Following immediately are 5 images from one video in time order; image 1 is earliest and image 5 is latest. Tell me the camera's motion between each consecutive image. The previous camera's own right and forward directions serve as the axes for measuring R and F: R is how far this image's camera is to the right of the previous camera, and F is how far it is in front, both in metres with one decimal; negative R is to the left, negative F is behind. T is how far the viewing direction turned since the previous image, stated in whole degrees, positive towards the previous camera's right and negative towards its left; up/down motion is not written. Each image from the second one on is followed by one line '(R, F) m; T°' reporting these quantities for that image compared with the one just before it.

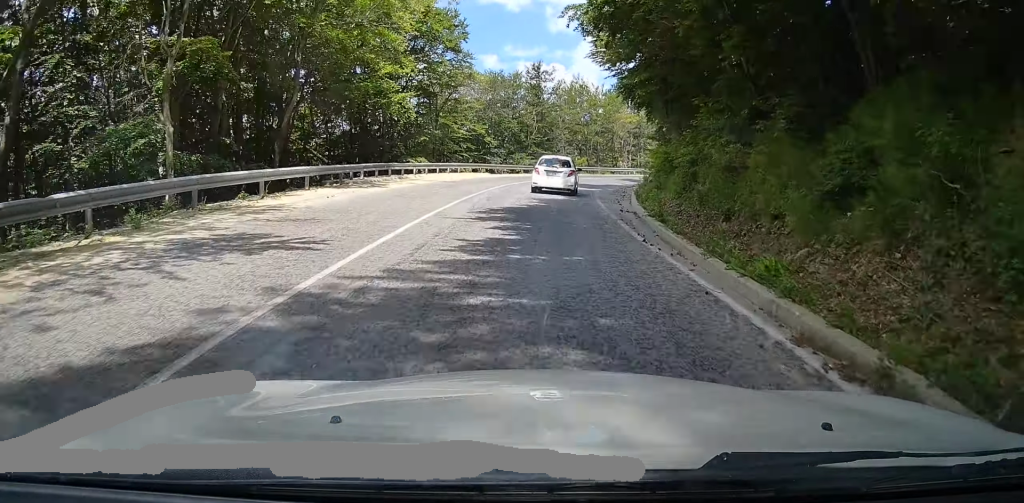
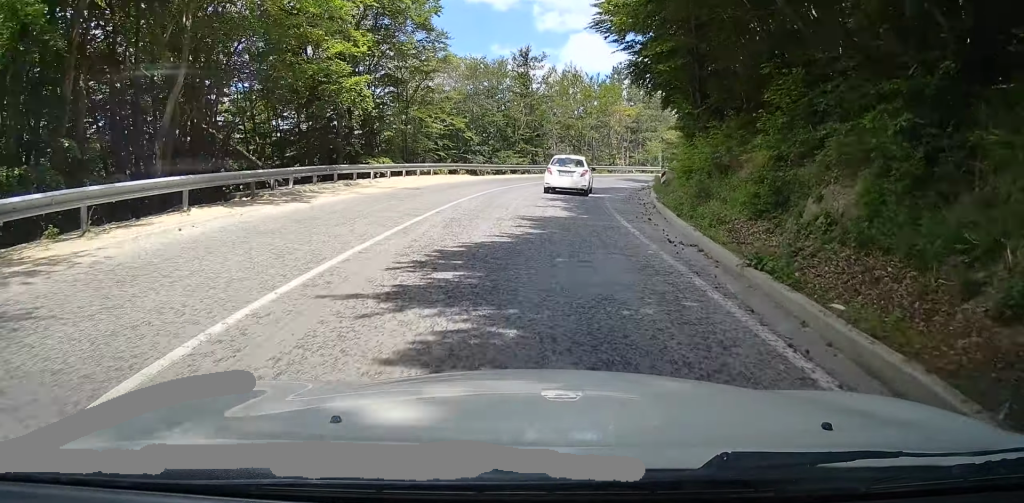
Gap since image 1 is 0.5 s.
(0.0, +7.2) m; +3°
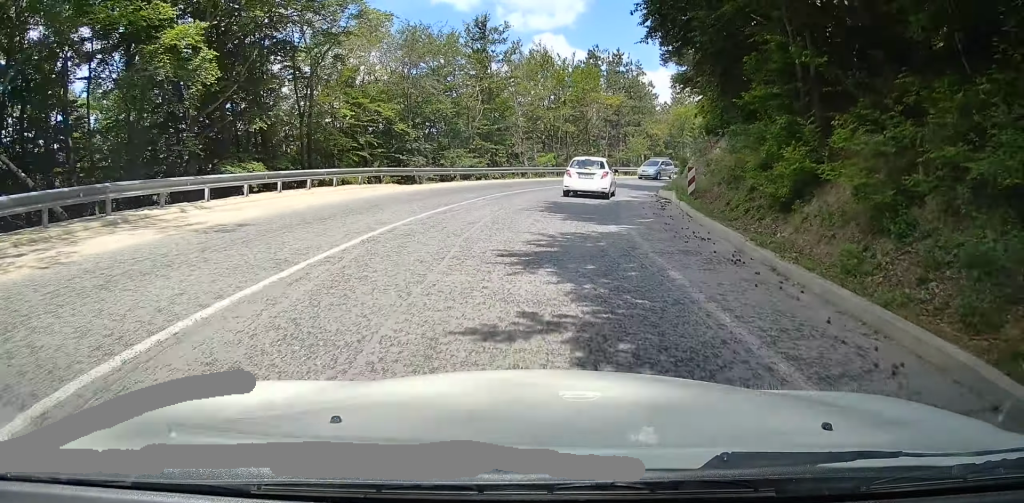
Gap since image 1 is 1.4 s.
(+0.5, +12.2) m; +7°
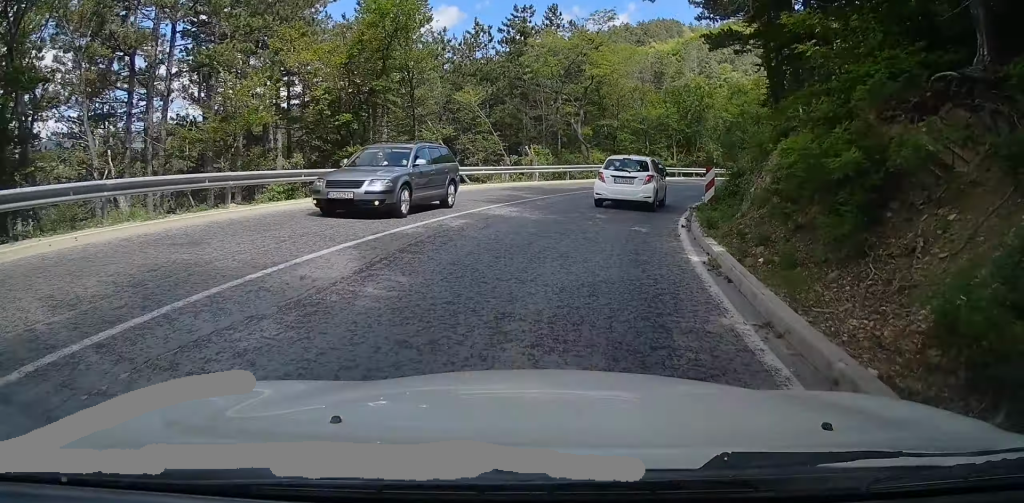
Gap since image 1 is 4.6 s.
(+10.9, +42.4) m; +30°
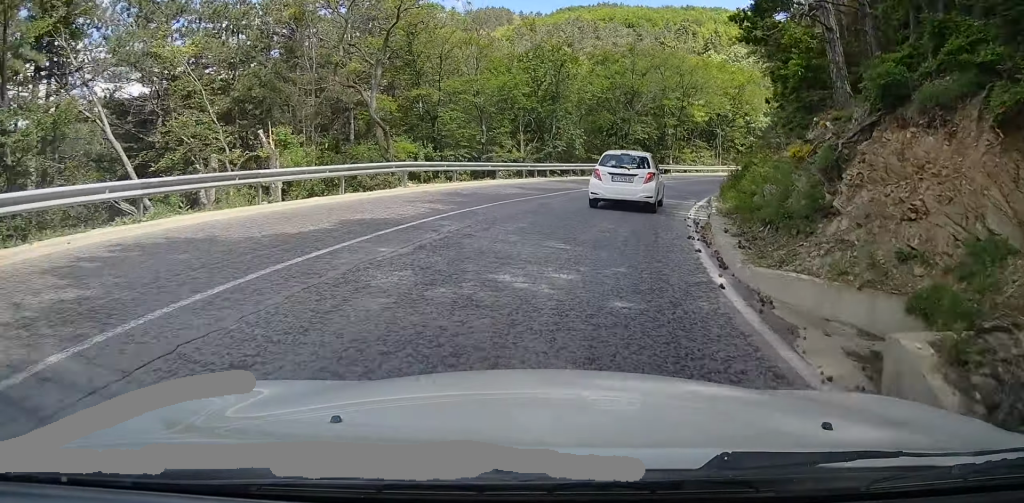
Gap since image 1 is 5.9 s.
(+1.8, +18.2) m; +12°
